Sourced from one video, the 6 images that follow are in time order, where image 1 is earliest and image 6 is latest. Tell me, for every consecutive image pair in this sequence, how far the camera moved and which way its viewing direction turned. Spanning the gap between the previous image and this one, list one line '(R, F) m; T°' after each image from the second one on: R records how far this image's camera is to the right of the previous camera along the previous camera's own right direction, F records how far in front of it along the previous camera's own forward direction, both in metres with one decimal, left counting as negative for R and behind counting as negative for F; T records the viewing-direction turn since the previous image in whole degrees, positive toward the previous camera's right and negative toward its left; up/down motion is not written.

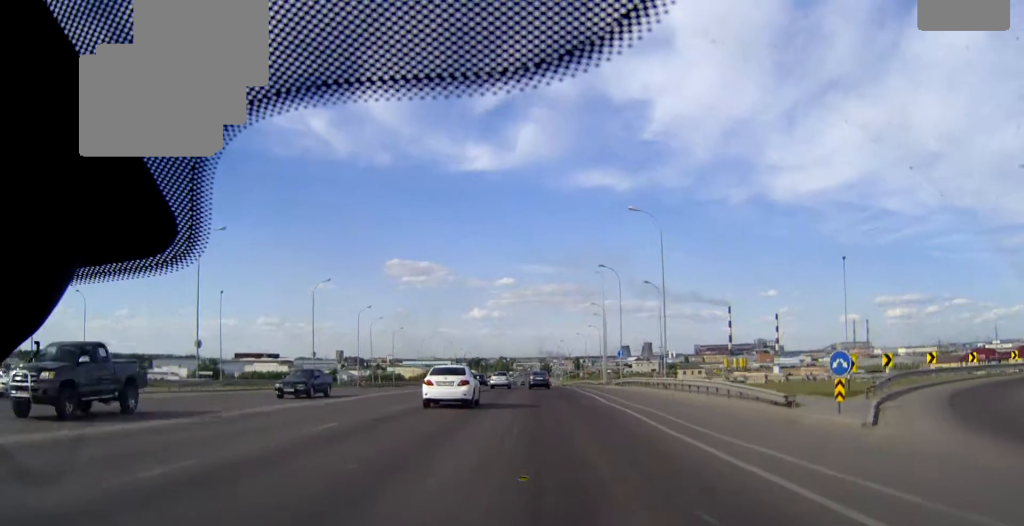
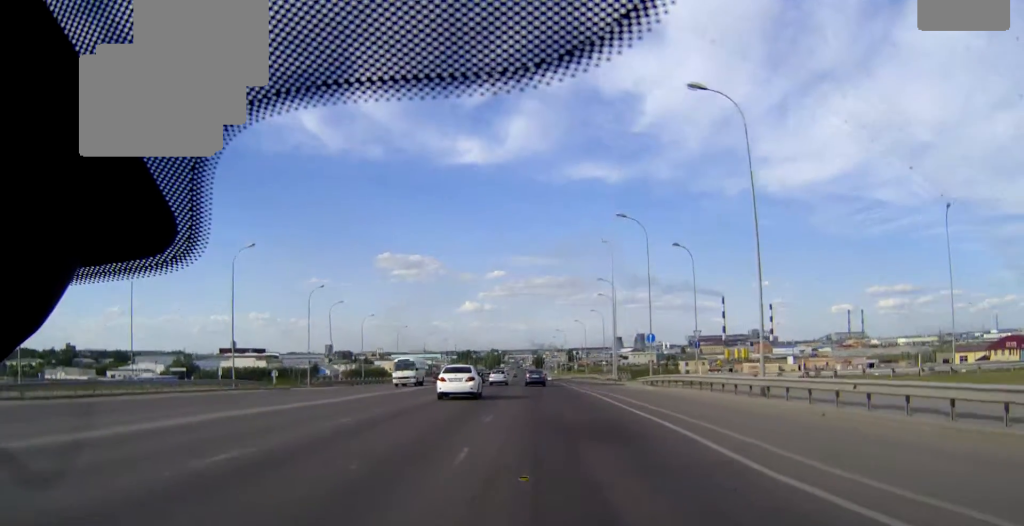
(0.0, +21.6) m; 0°
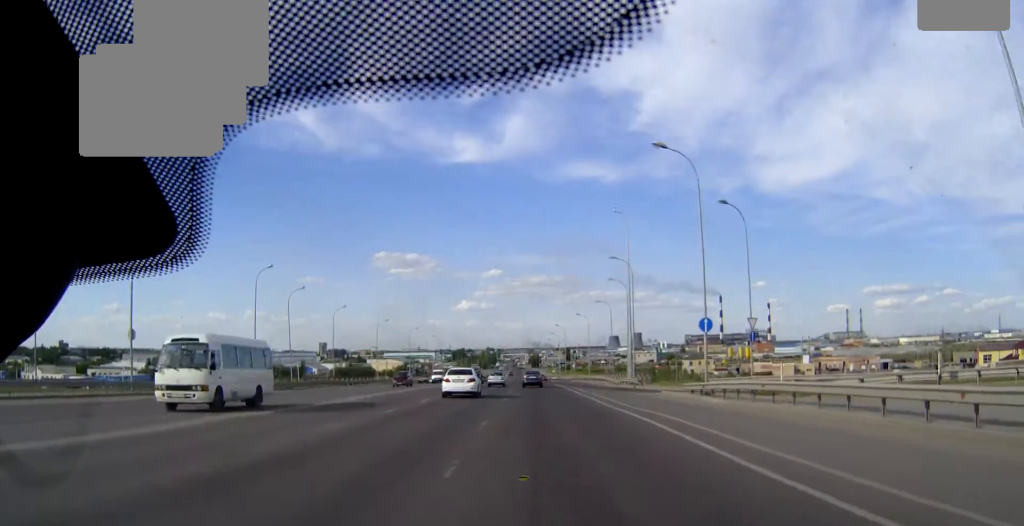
(0.0, +17.0) m; 0°
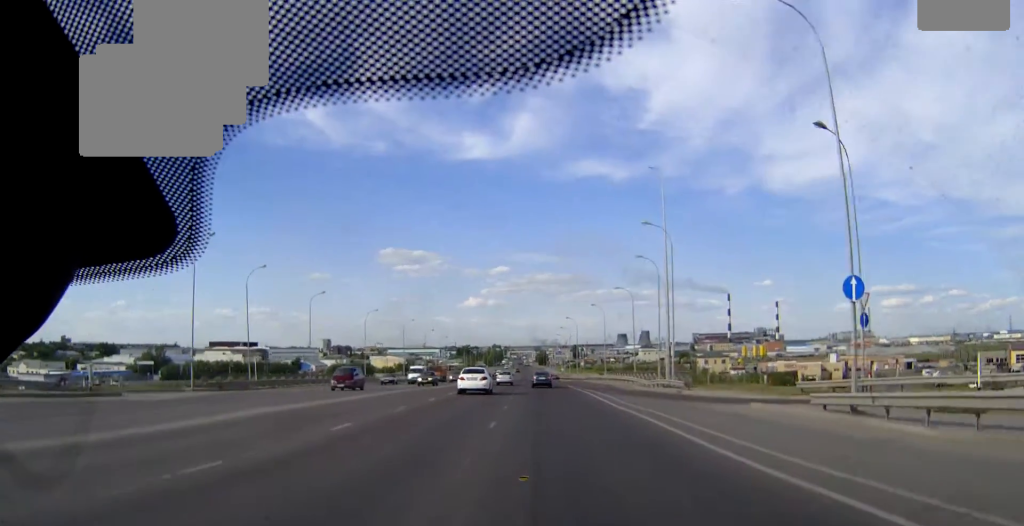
(0.0, +15.7) m; 0°
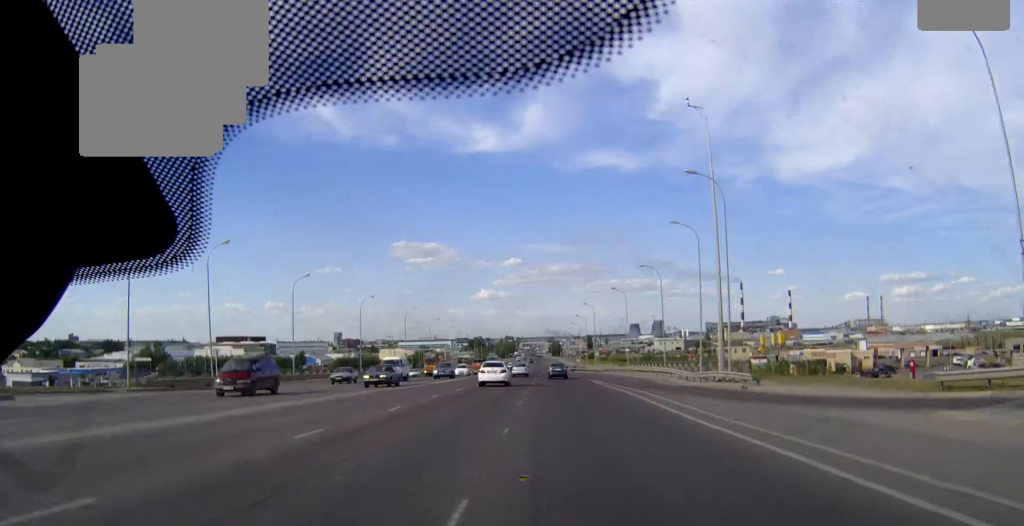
(0.0, +11.9) m; -1°
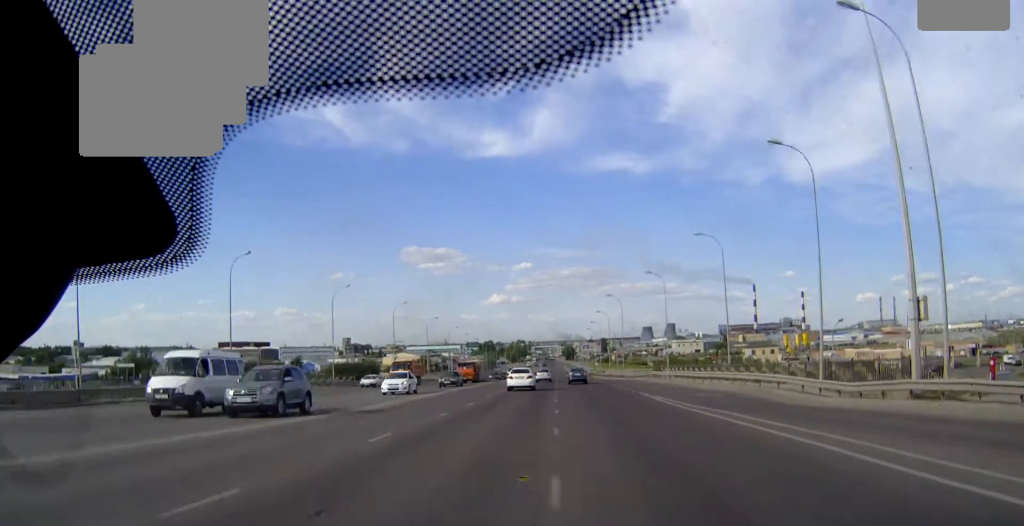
(-0.3, +21.8) m; -1°
